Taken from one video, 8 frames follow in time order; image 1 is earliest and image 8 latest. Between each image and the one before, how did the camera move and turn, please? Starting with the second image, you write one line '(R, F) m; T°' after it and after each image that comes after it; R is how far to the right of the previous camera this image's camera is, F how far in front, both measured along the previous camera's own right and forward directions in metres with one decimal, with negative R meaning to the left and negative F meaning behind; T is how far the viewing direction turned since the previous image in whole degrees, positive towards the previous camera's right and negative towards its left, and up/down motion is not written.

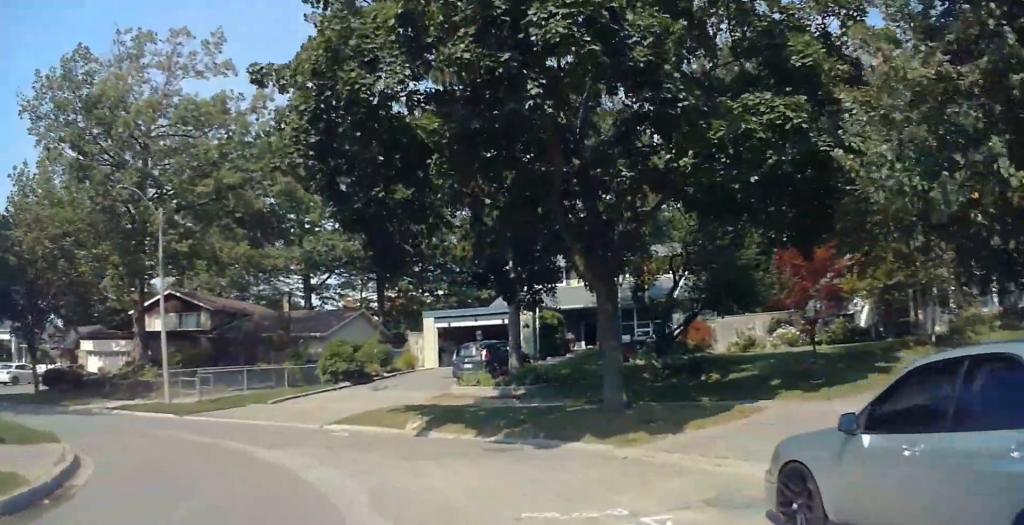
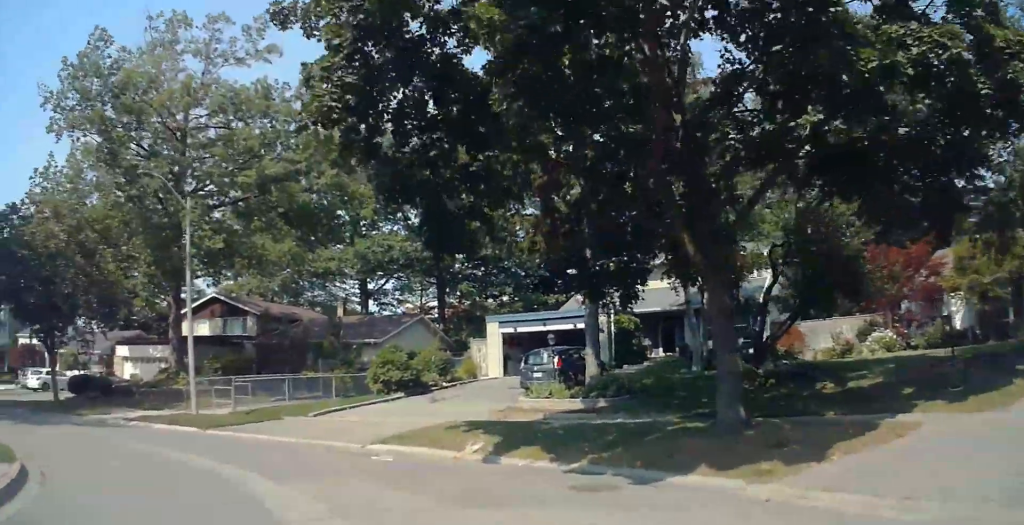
(-2.6, +10.7) m; -13°
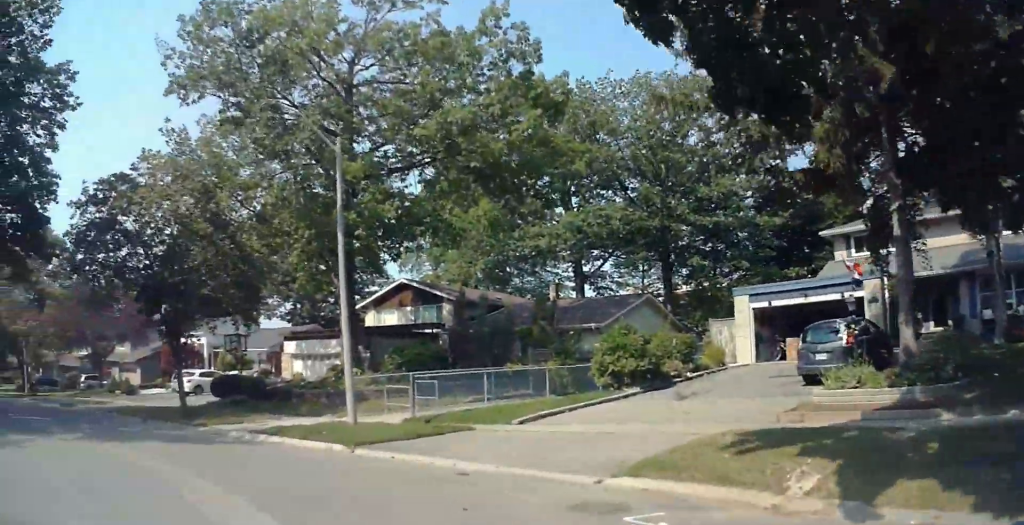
(0.0, +26.5) m; -1°
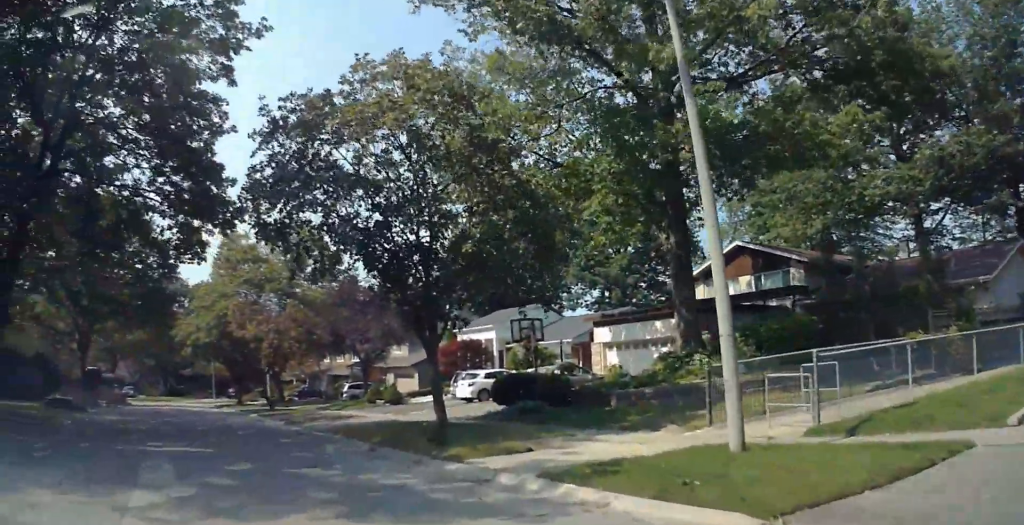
(-0.9, +22.4) m; -9°
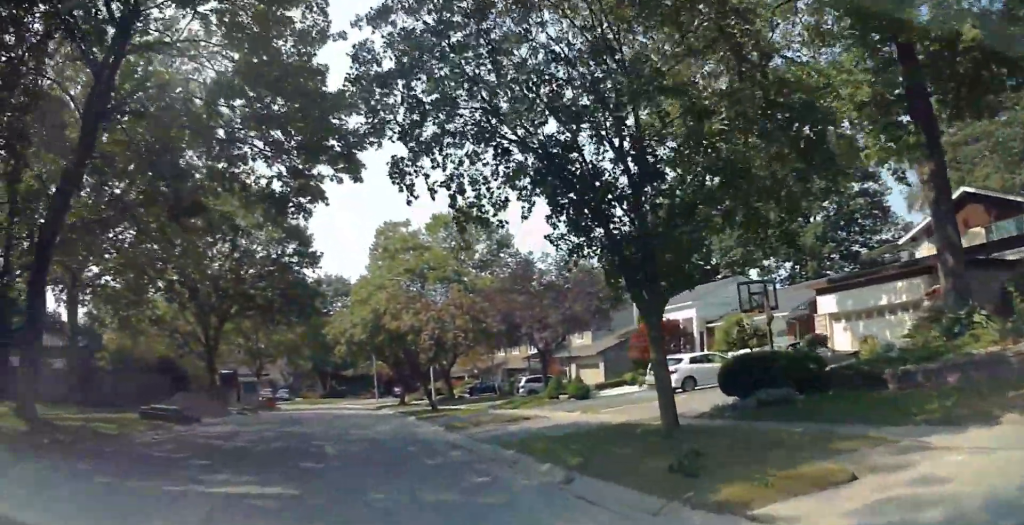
(-0.6, +7.9) m; -13°
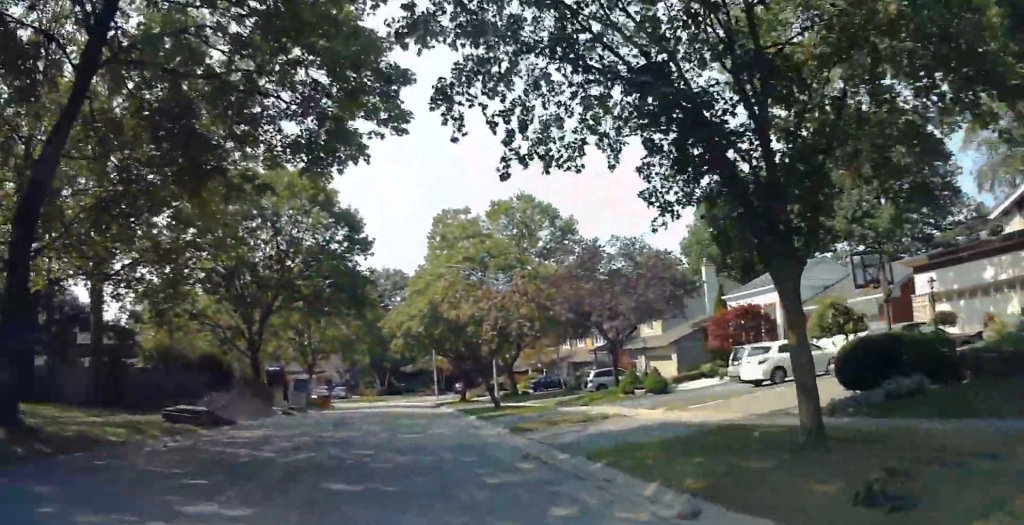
(+0.2, +3.0) m; -7°
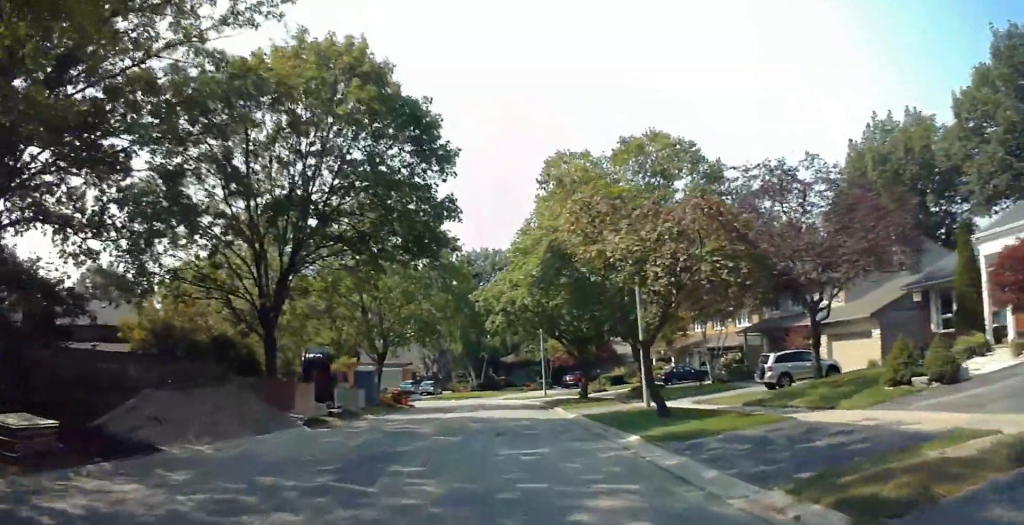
(-2.7, +11.2) m; -14°
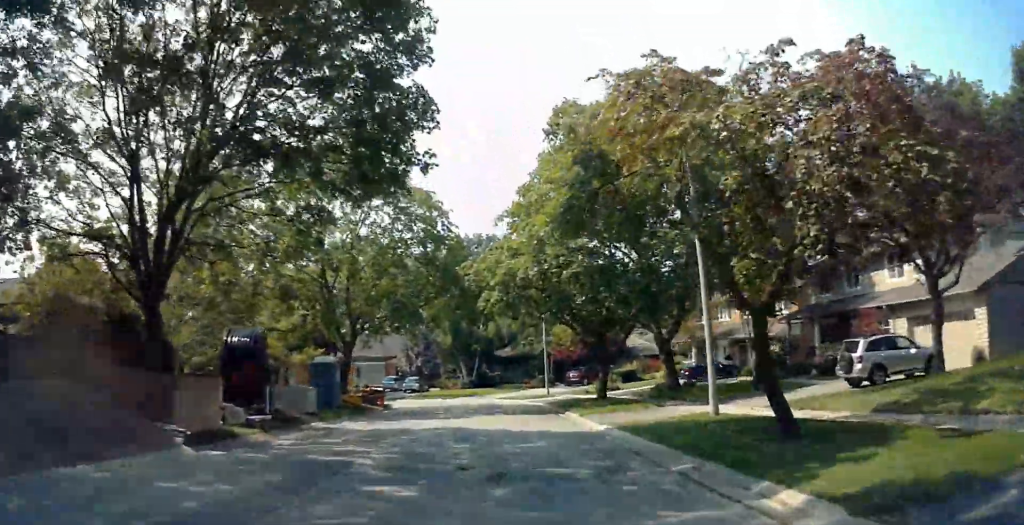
(+0.2, +7.4) m; +2°
